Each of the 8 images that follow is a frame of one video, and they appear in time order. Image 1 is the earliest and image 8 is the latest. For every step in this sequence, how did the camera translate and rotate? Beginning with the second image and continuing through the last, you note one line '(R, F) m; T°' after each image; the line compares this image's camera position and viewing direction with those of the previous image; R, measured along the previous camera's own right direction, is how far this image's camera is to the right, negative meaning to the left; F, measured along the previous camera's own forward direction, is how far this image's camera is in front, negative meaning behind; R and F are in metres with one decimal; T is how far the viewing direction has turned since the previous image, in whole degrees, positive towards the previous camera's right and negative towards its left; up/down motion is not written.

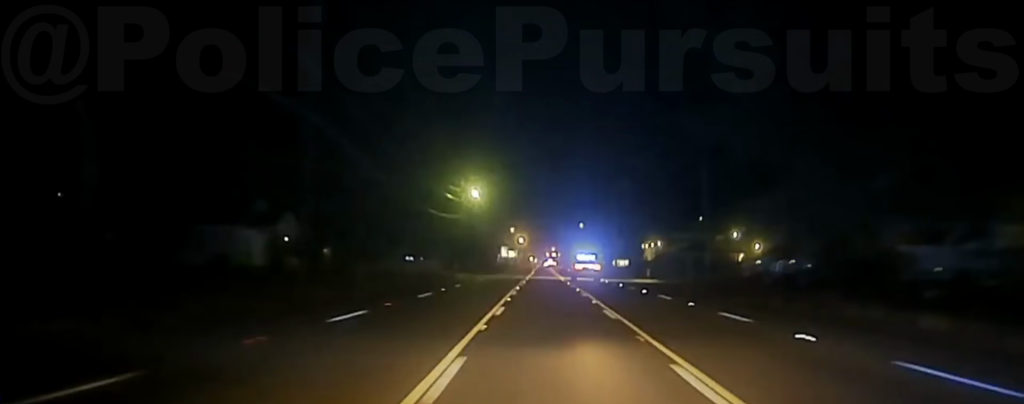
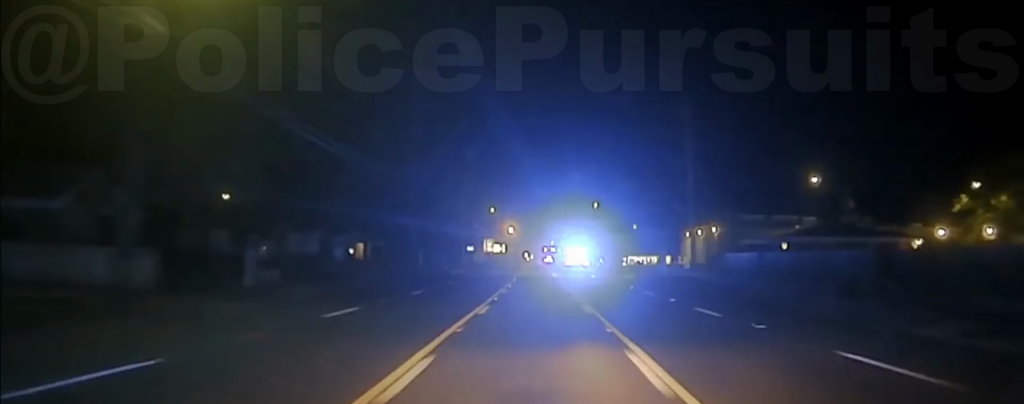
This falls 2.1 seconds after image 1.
(-0.7, +68.3) m; 0°
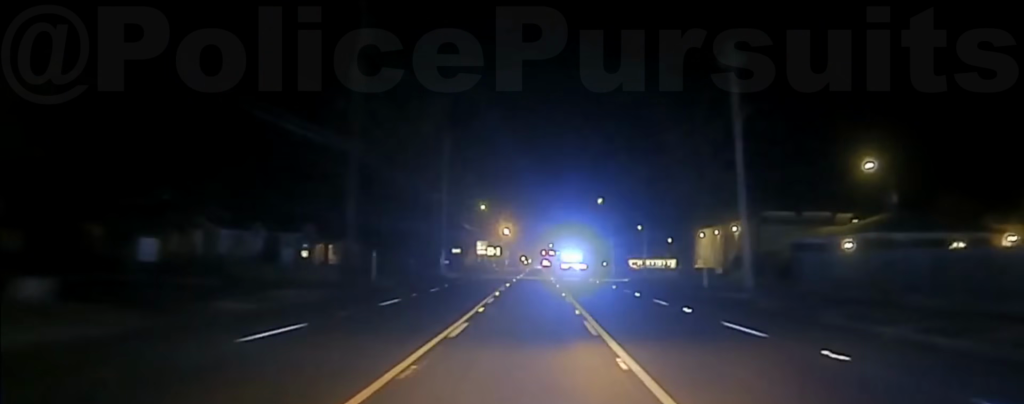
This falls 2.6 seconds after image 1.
(+0.1, +14.4) m; 0°
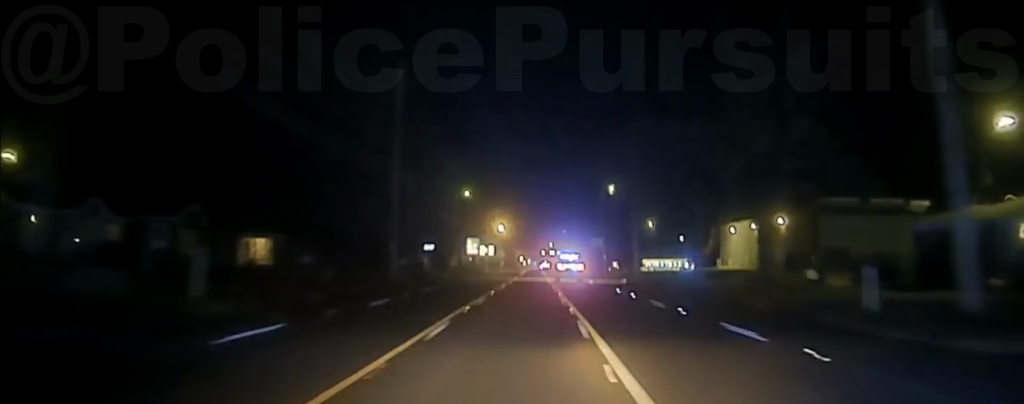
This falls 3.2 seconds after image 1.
(+0.1, +20.9) m; 0°
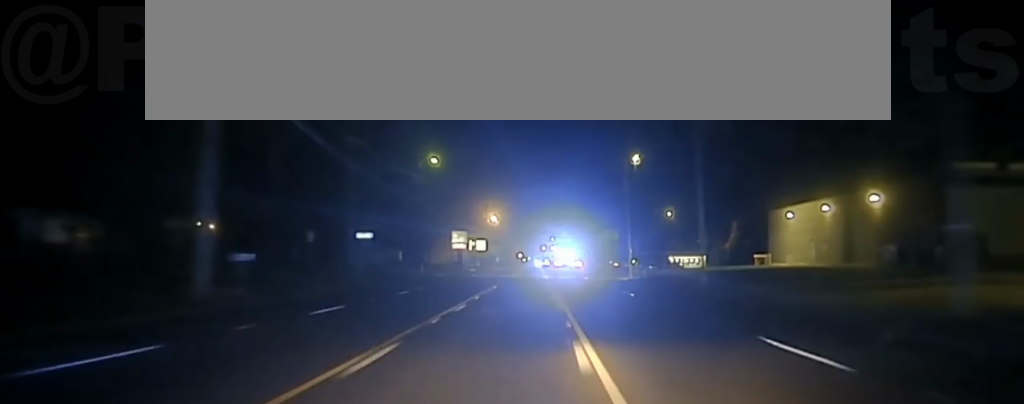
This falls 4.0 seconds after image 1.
(0.0, +26.7) m; 0°
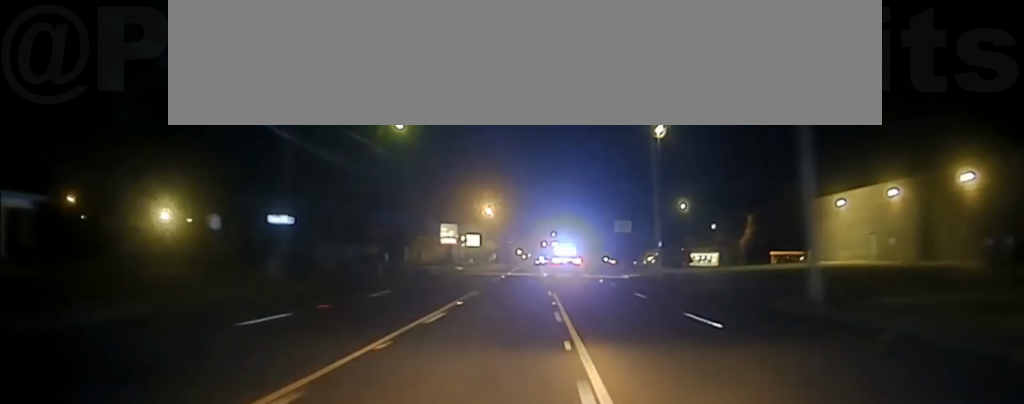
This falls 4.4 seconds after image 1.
(0.0, +15.7) m; 0°
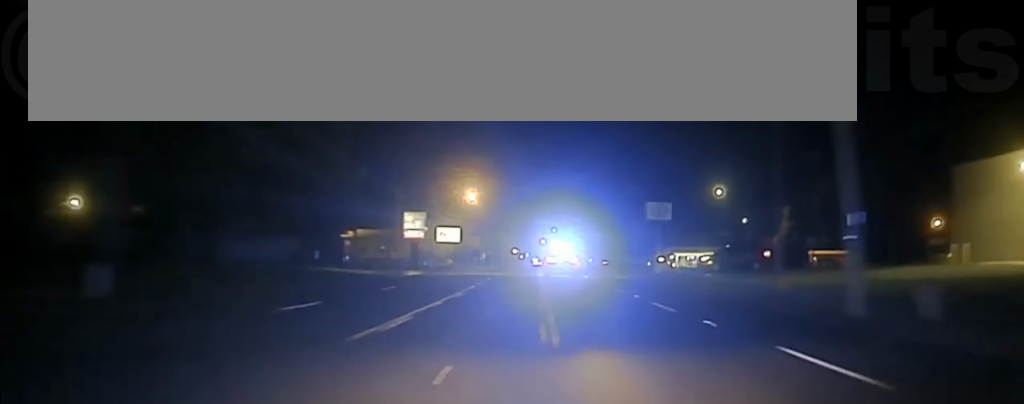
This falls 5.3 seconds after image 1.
(0.0, +33.7) m; 0°
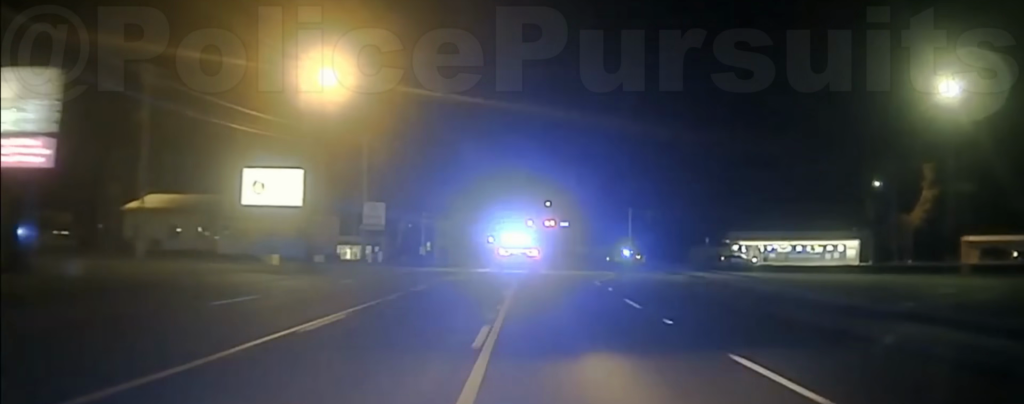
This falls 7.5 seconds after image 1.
(0.0, +83.4) m; 0°
